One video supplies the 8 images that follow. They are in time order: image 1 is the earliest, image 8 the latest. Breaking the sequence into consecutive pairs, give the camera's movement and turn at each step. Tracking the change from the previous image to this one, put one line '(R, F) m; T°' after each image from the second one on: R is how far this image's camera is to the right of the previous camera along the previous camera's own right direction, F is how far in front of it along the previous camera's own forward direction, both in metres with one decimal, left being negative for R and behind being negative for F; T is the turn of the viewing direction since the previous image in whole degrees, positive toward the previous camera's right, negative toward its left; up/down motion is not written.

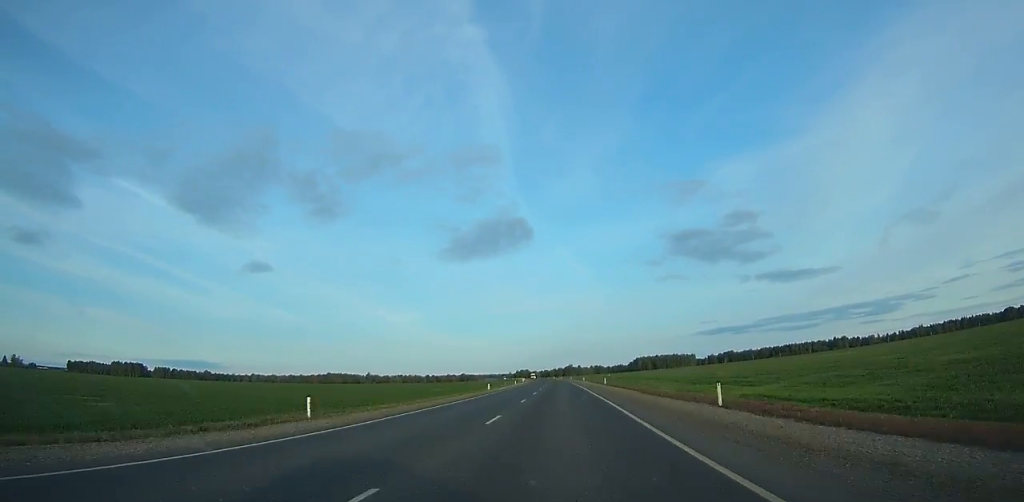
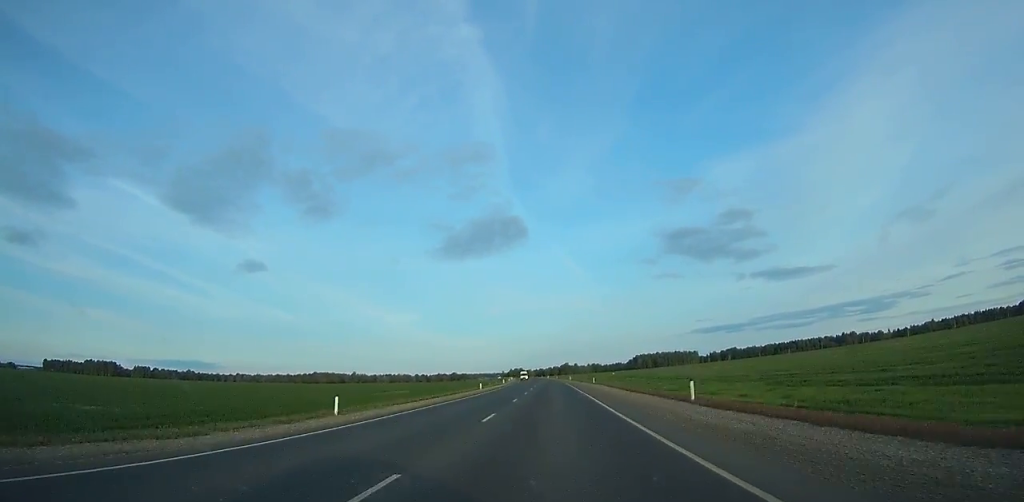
(-0.3, +47.2) m; 0°
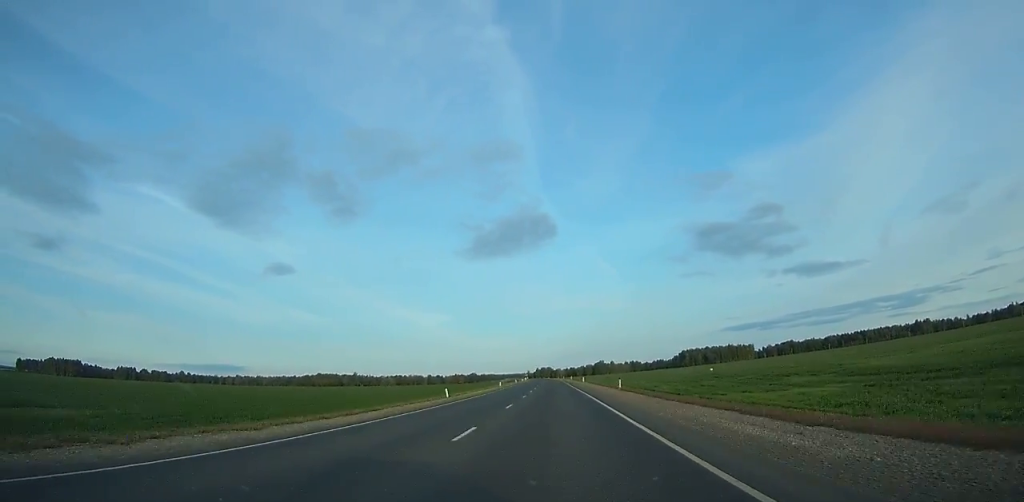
(-1.1, +124.2) m; -2°
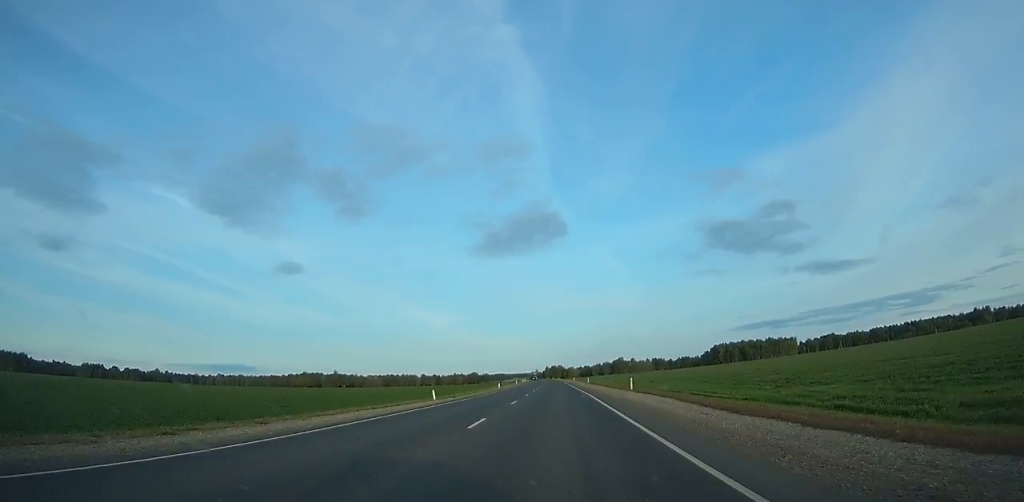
(-2.6, +104.5) m; -2°
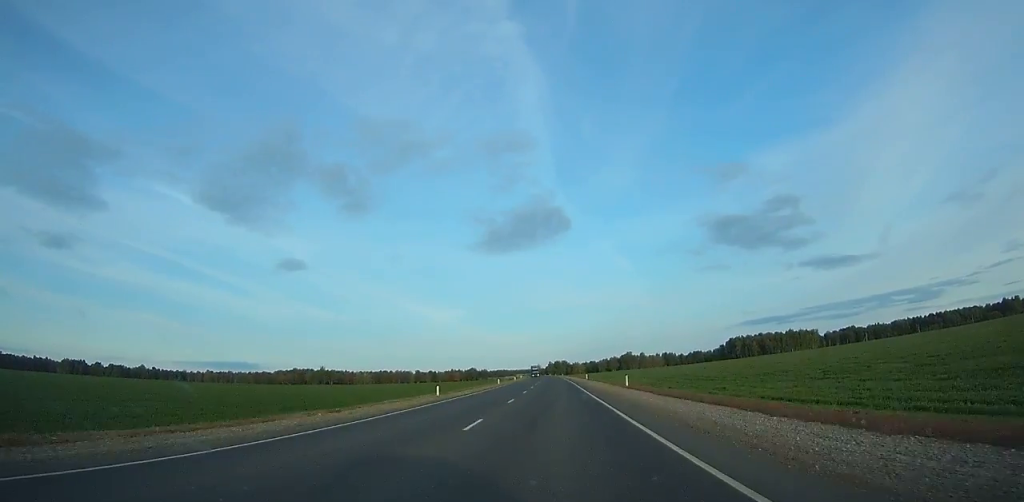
(-0.3, +48.4) m; -1°
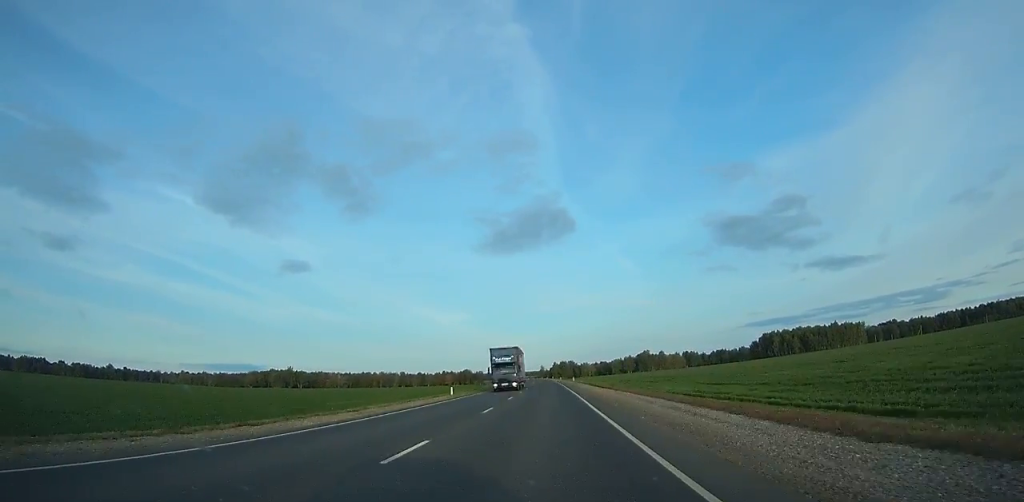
(-0.6, +89.3) m; -1°
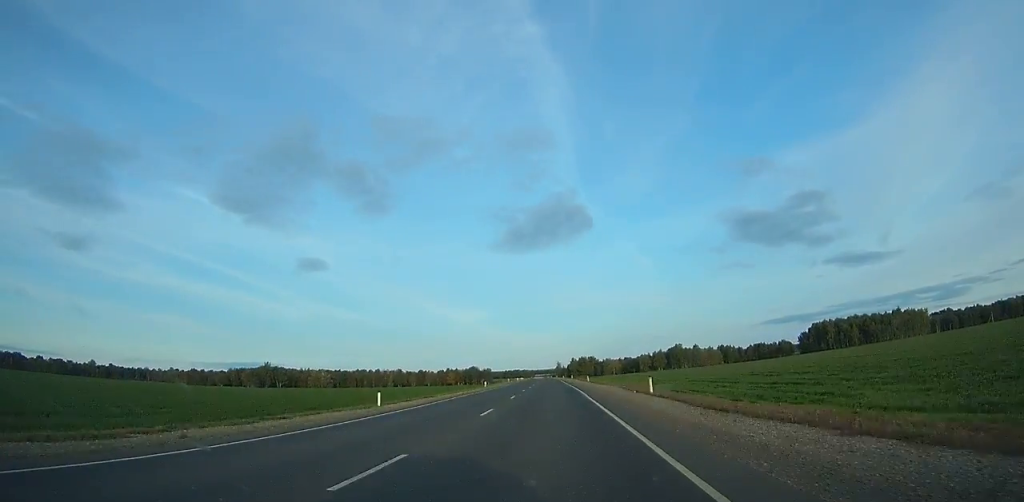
(-0.3, +73.6) m; -1°
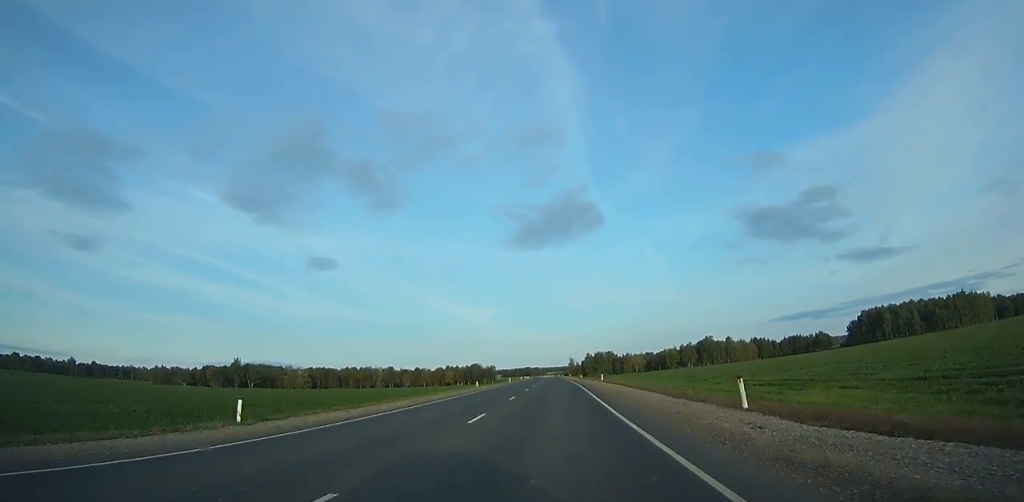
(-0.7, +63.3) m; -1°
